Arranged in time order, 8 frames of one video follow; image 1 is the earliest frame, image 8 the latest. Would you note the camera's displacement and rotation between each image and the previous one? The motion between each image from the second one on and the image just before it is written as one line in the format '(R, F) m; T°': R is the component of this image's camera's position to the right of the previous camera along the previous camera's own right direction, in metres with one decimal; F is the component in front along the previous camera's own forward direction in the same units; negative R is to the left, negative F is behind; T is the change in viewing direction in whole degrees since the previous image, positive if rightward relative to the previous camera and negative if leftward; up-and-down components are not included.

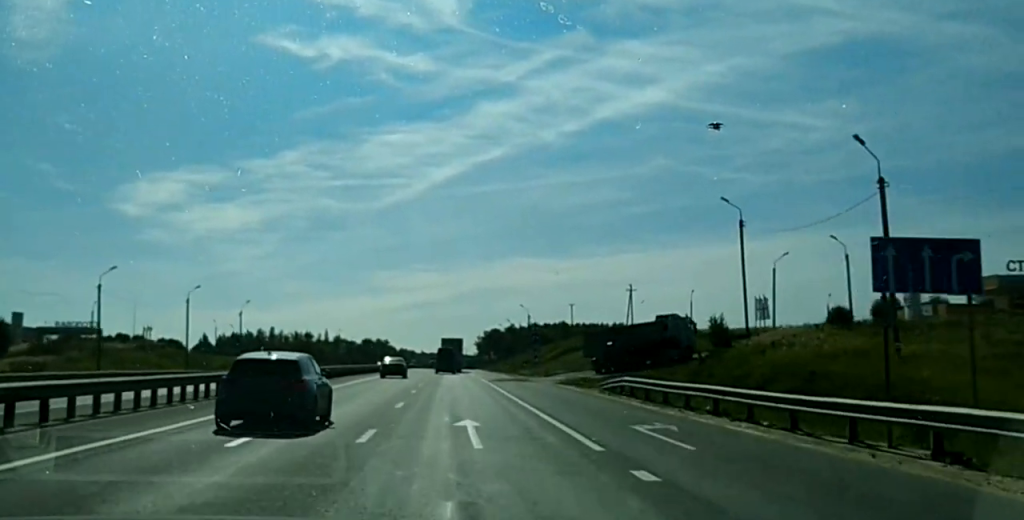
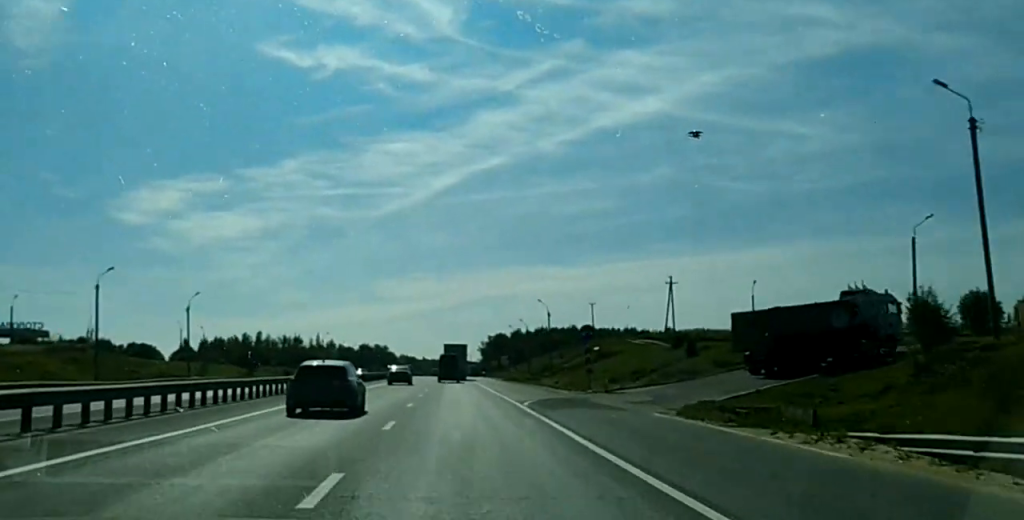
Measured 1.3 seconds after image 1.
(+0.2, +27.3) m; 0°
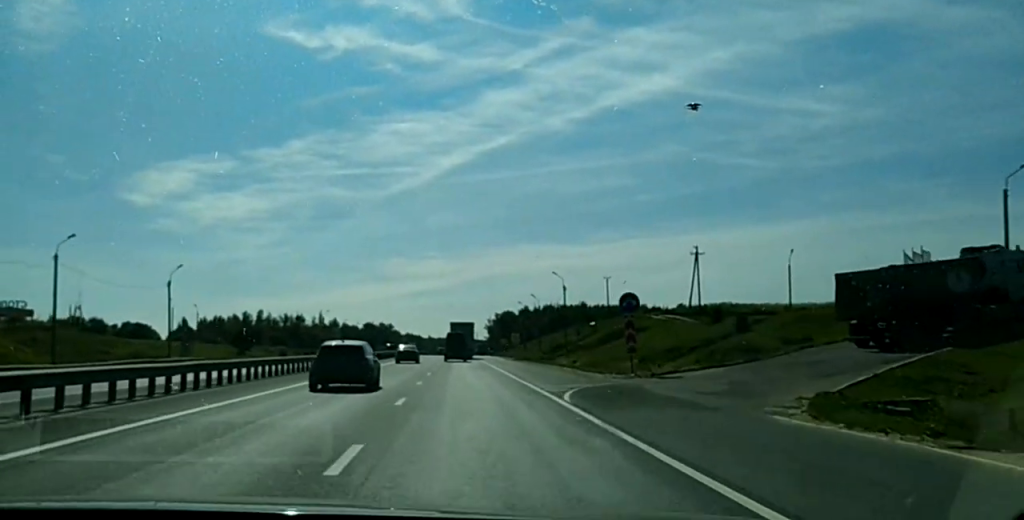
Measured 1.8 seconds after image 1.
(0.0, +10.5) m; 0°
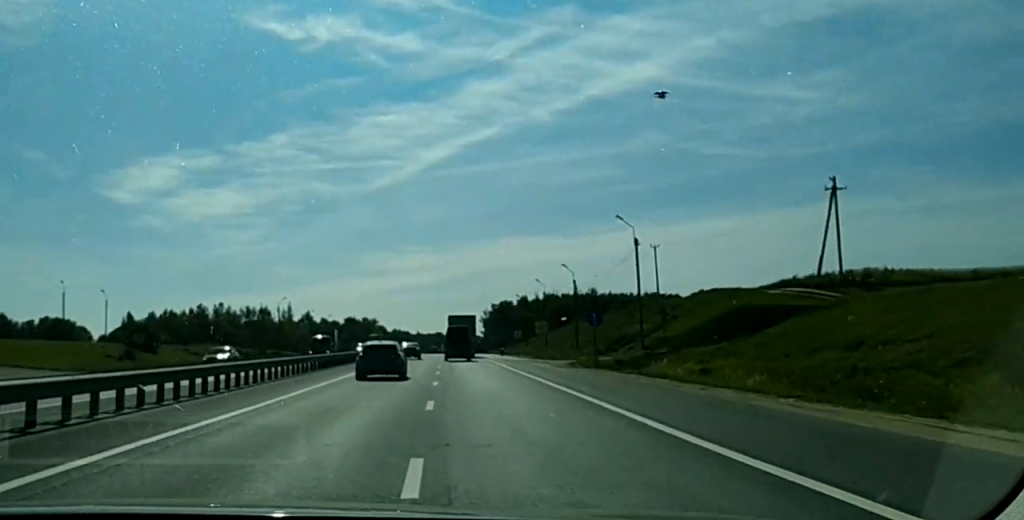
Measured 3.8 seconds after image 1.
(-0.5, +47.2) m; -1°
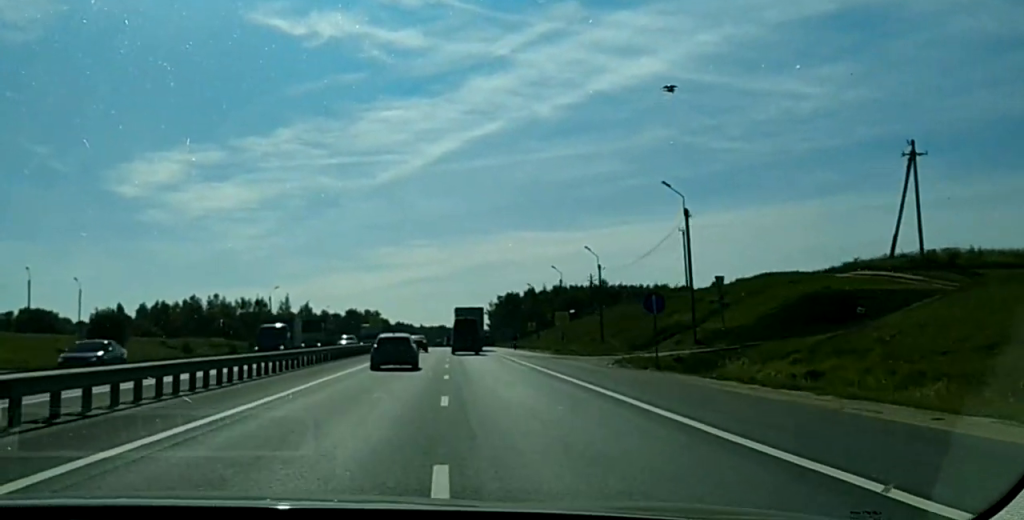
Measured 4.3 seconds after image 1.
(-0.1, +13.9) m; 0°
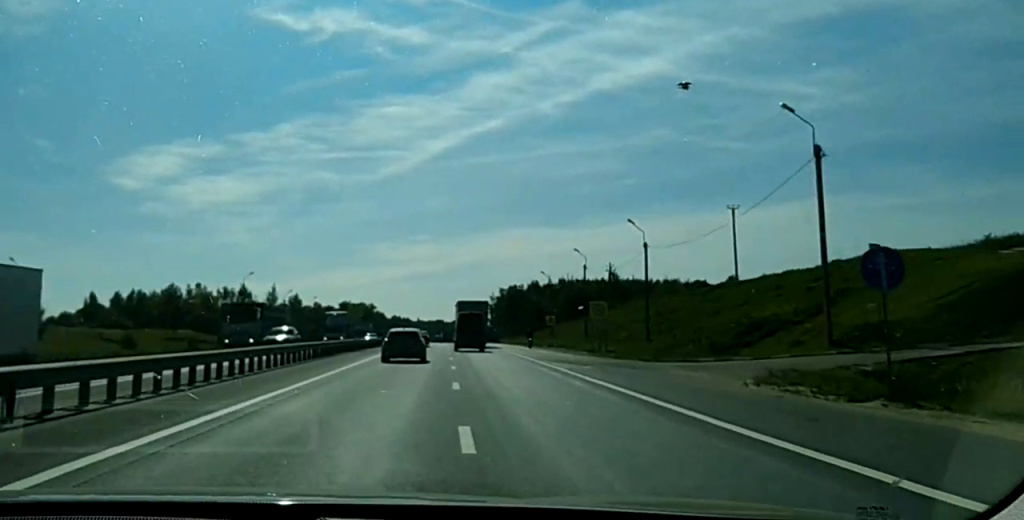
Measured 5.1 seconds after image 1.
(+0.1, +23.2) m; 0°
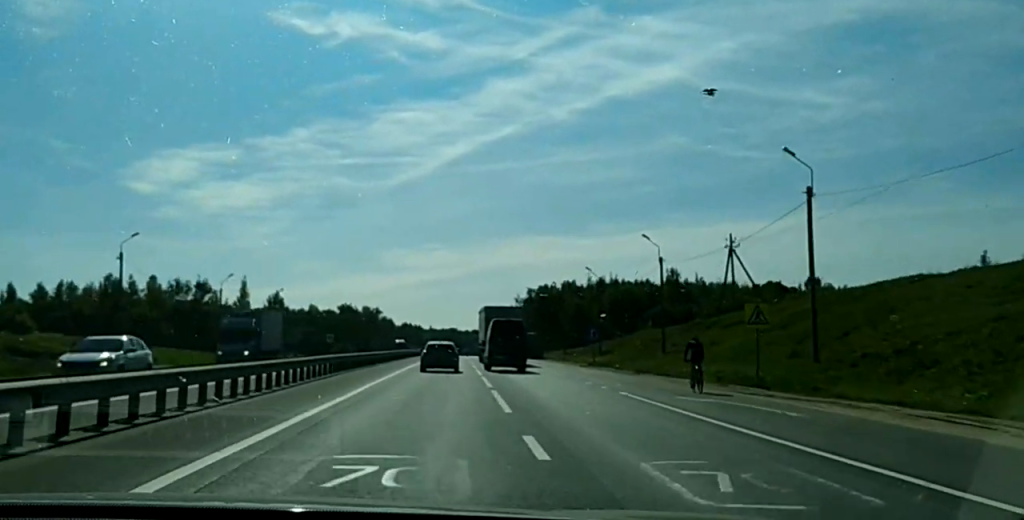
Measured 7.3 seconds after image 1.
(+0.4, +71.5) m; 0°
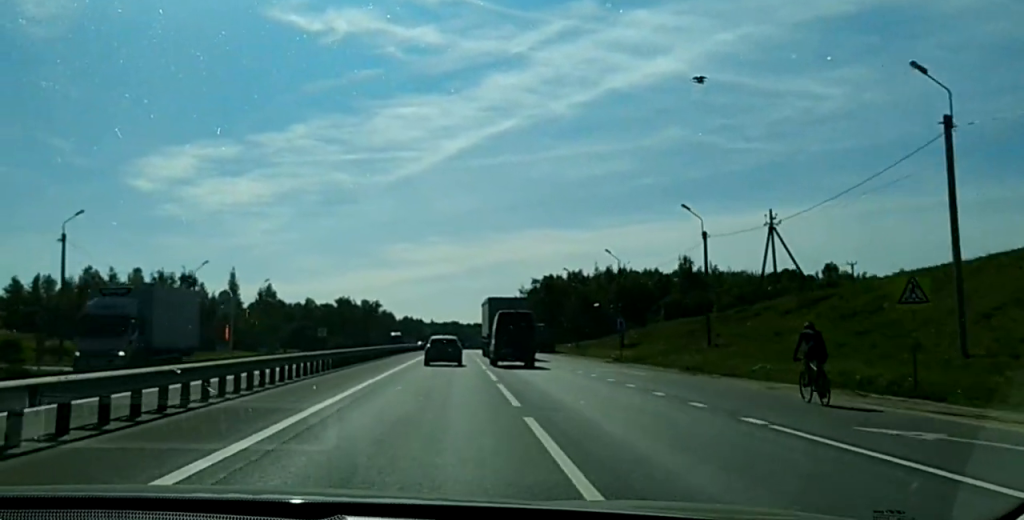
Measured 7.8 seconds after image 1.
(0.0, +13.2) m; 0°
